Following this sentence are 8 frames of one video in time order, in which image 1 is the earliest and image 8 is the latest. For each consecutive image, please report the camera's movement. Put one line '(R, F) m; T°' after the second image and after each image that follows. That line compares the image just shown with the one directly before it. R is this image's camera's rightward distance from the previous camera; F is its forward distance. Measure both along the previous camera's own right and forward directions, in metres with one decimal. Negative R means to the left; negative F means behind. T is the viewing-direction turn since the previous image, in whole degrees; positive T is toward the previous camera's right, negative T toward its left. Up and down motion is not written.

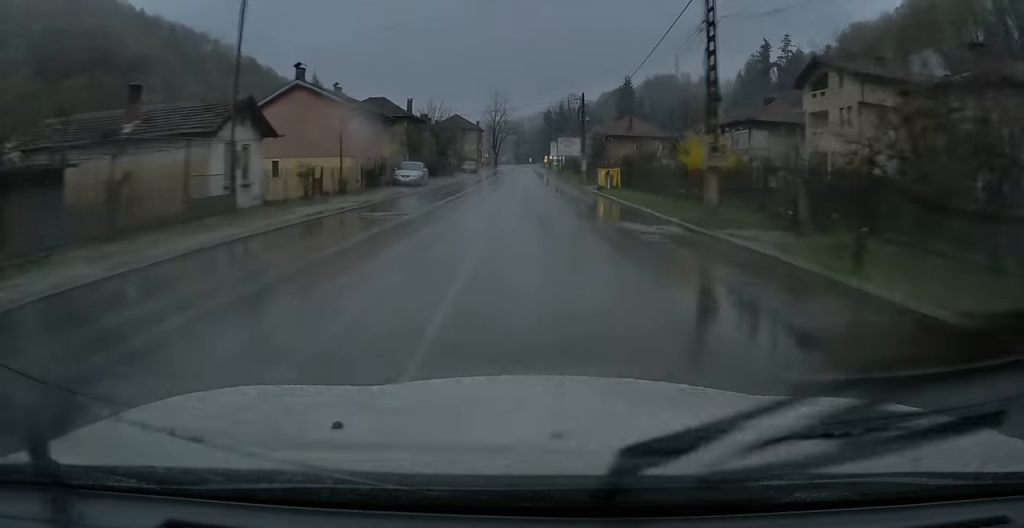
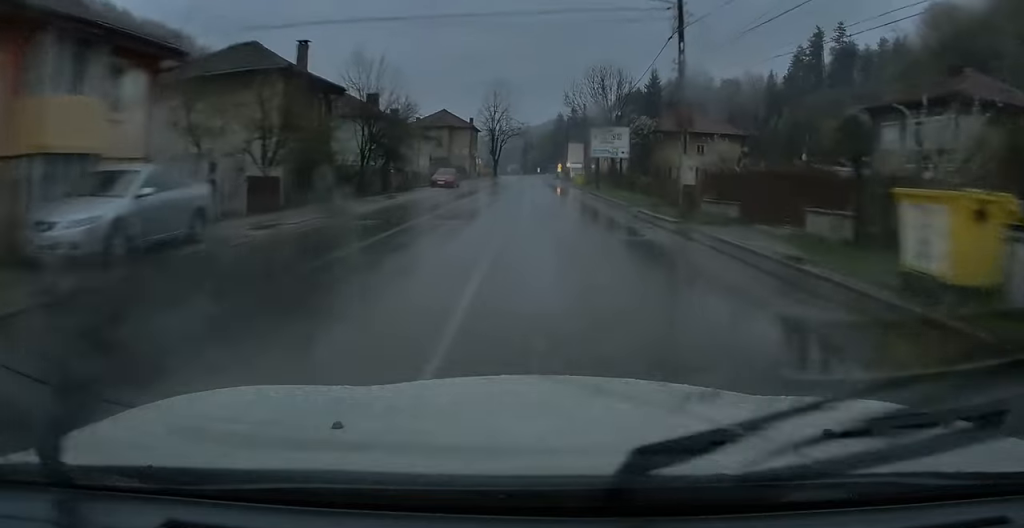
(+0.6, +28.8) m; +2°
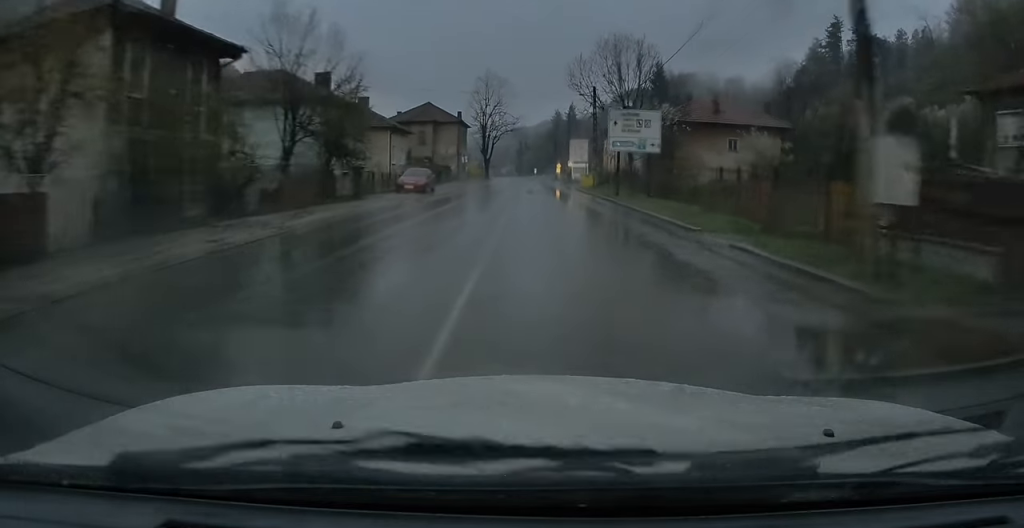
(0.0, +12.3) m; 0°
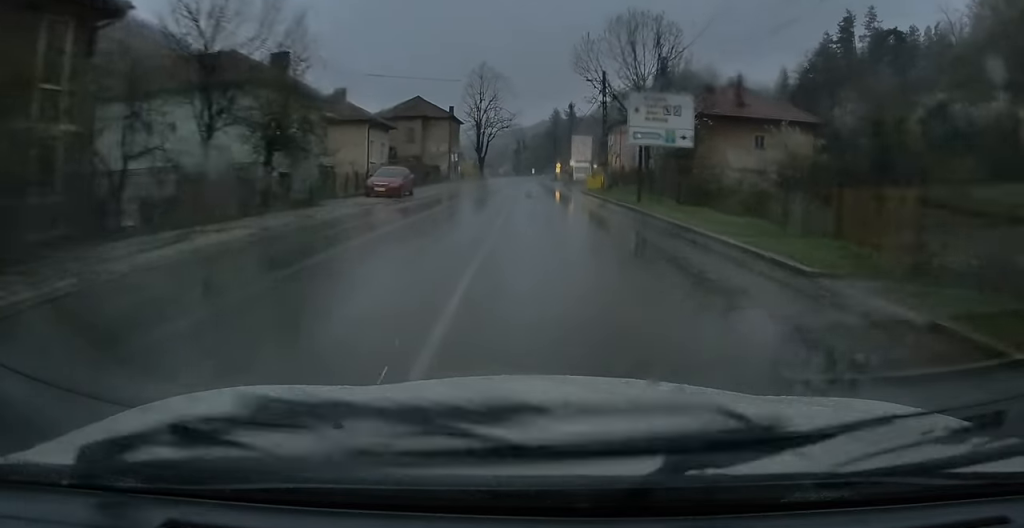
(0.0, +6.5) m; 0°
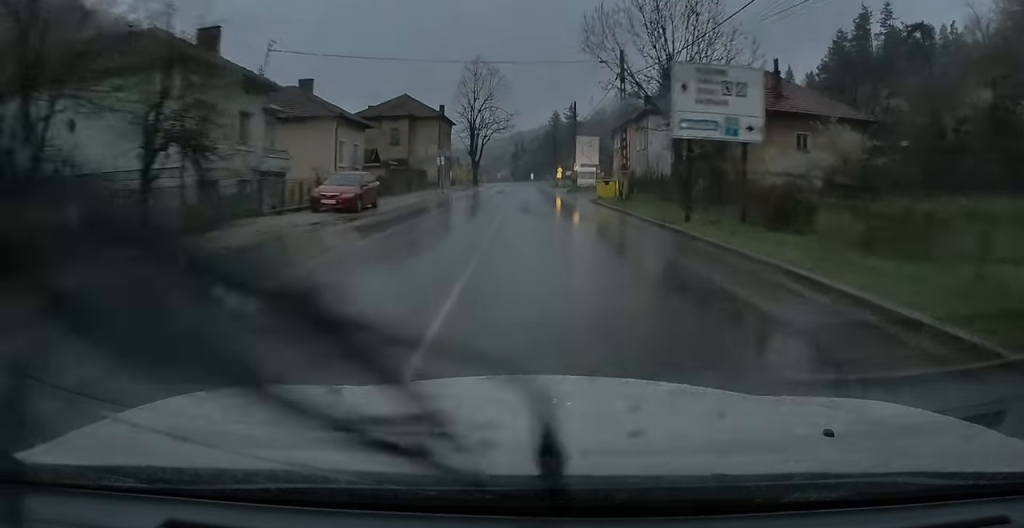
(0.0, +7.4) m; 0°
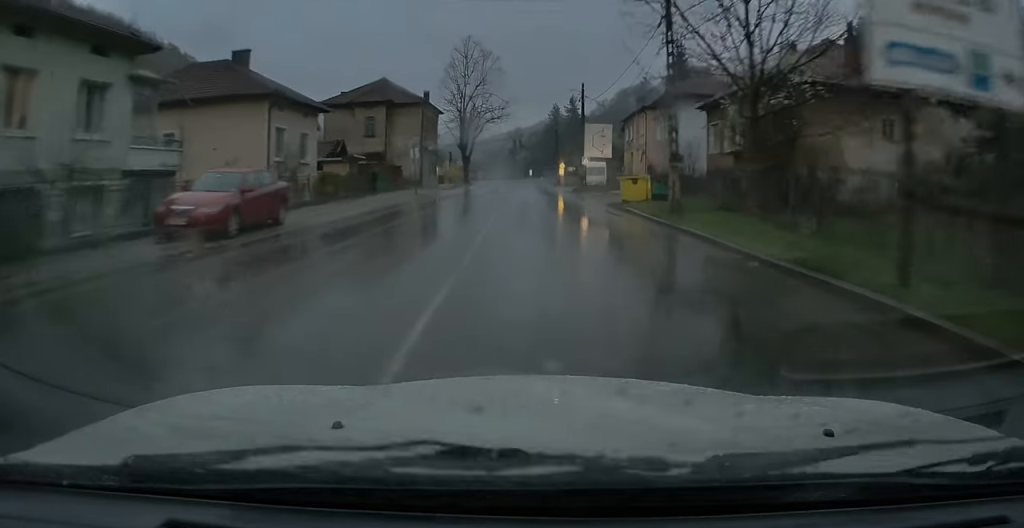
(+0.1, +8.8) m; 0°
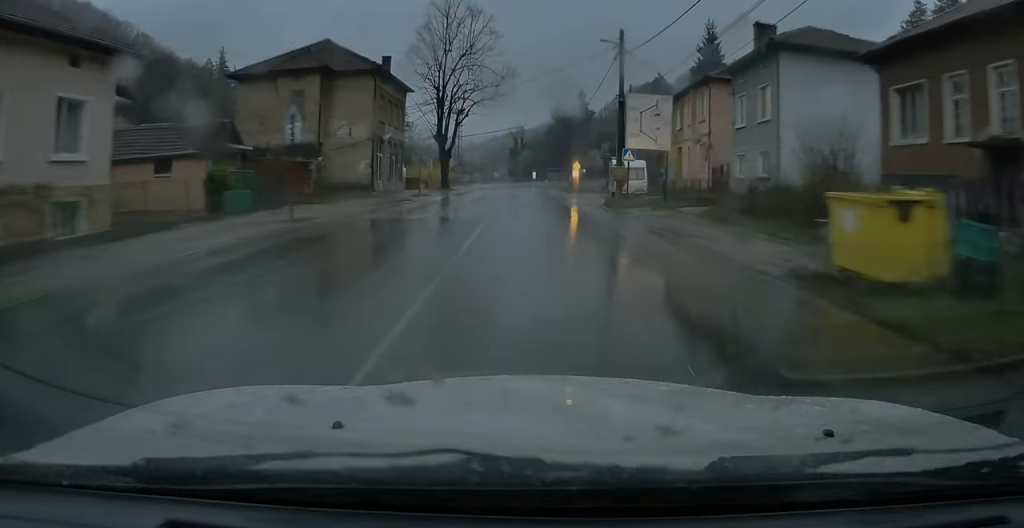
(+0.1, +16.8) m; -1°
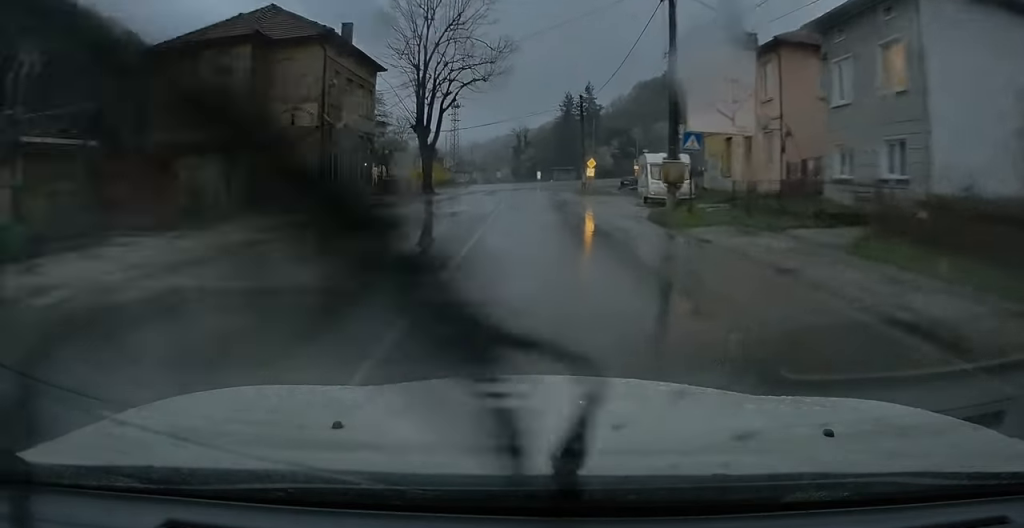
(-0.1, +10.0) m; -1°
